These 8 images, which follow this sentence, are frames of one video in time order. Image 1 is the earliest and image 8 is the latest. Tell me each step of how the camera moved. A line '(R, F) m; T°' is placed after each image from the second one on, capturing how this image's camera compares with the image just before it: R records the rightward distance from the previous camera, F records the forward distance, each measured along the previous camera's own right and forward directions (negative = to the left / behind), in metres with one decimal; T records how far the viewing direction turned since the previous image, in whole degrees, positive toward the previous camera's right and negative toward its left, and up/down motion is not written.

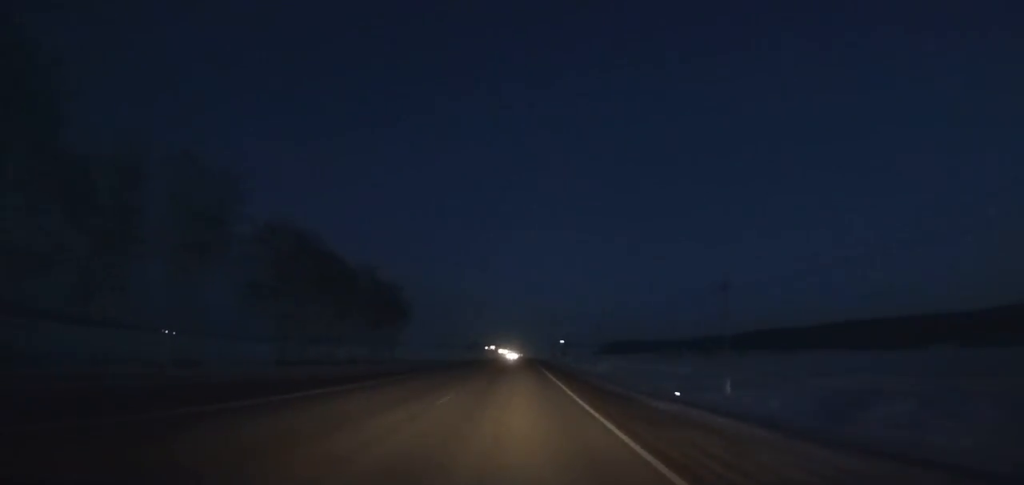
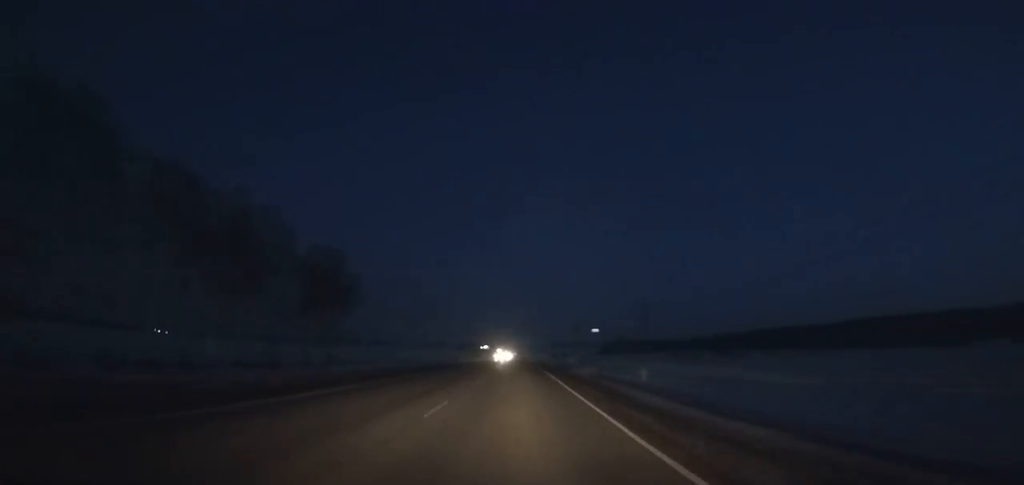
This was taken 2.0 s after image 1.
(+0.1, +37.7) m; 0°
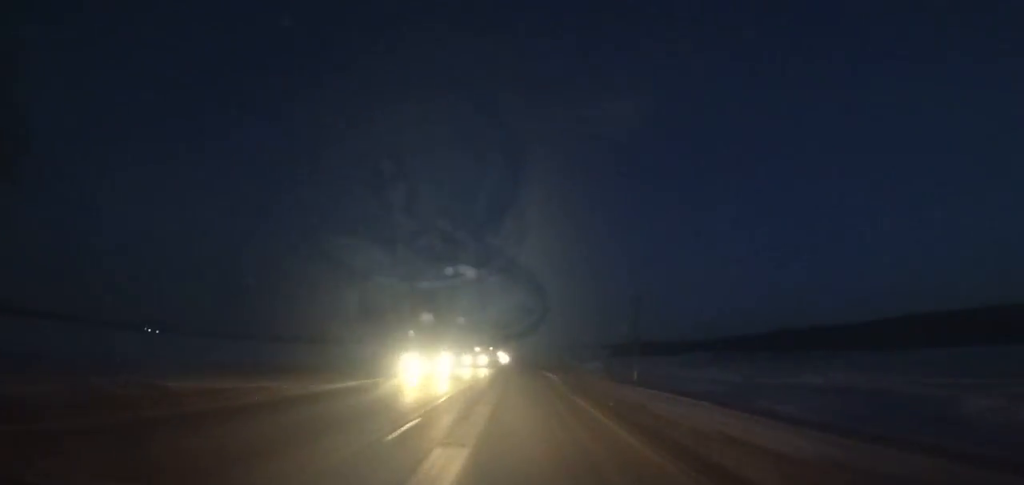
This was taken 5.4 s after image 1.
(+0.2, +64.5) m; 0°
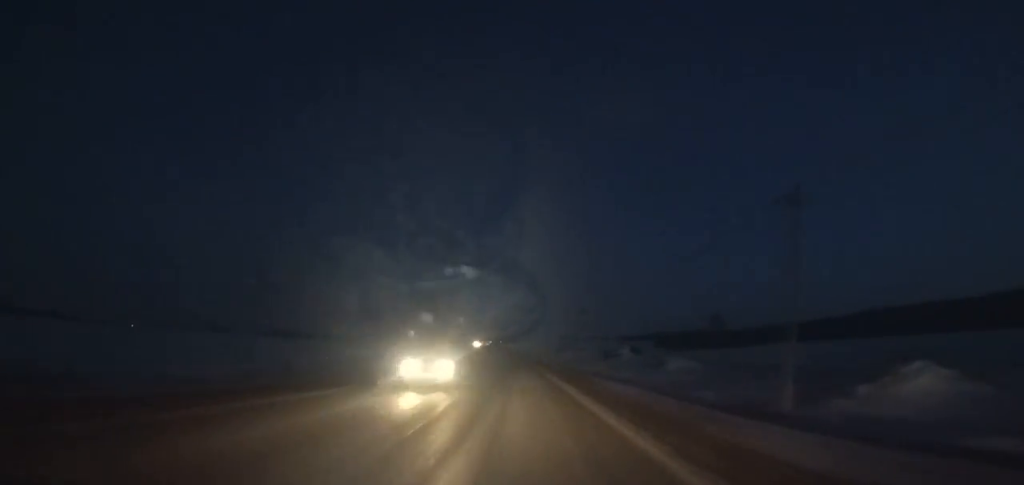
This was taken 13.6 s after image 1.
(-0.6, +155.0) m; -1°
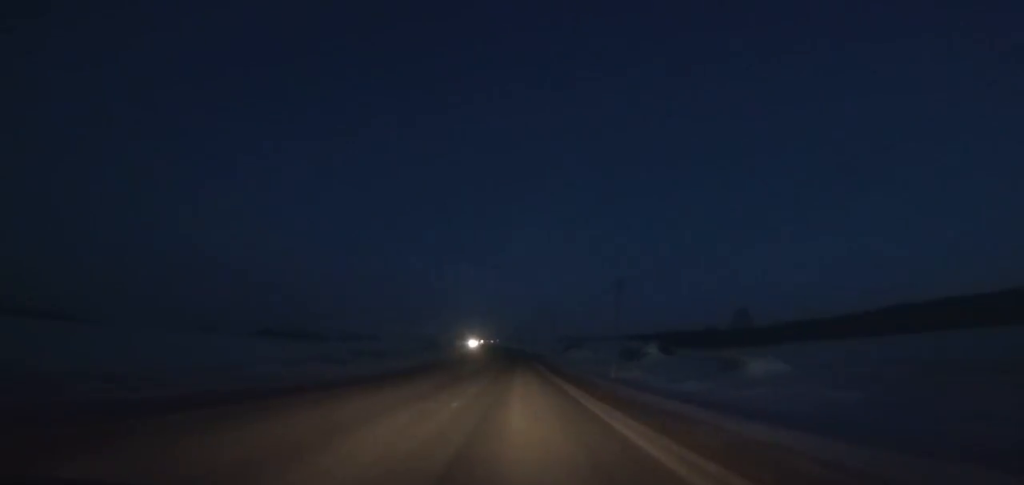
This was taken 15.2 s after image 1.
(-0.1, +30.6) m; -1°
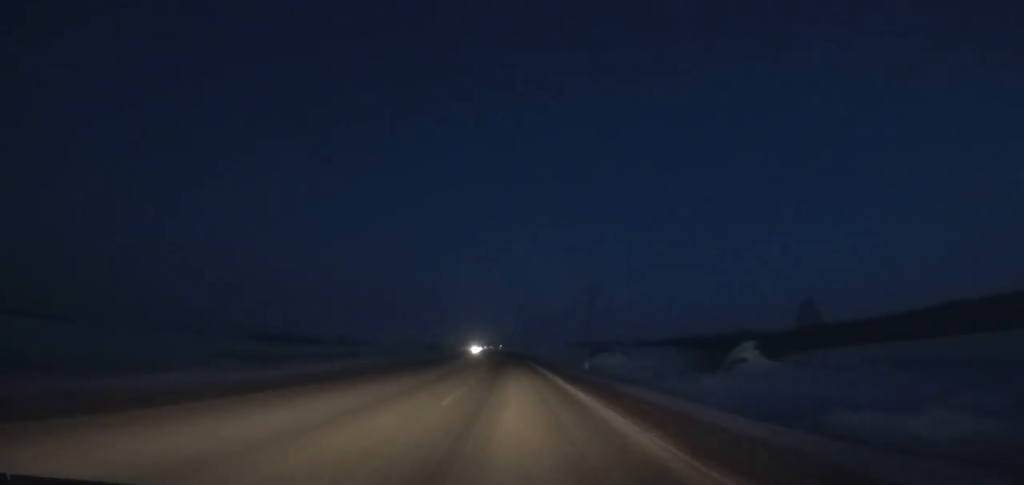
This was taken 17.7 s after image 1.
(-0.4, +48.2) m; -1°
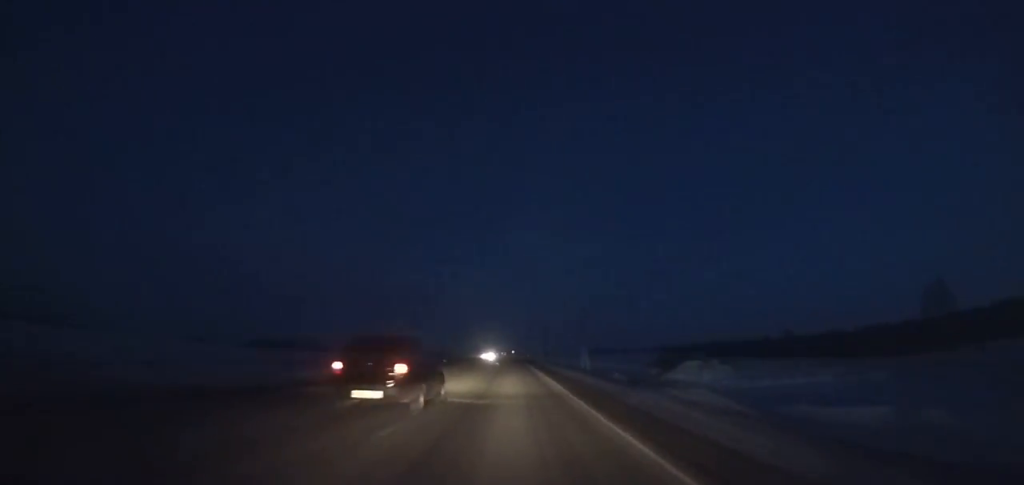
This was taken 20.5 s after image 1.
(-0.8, +54.9) m; -1°
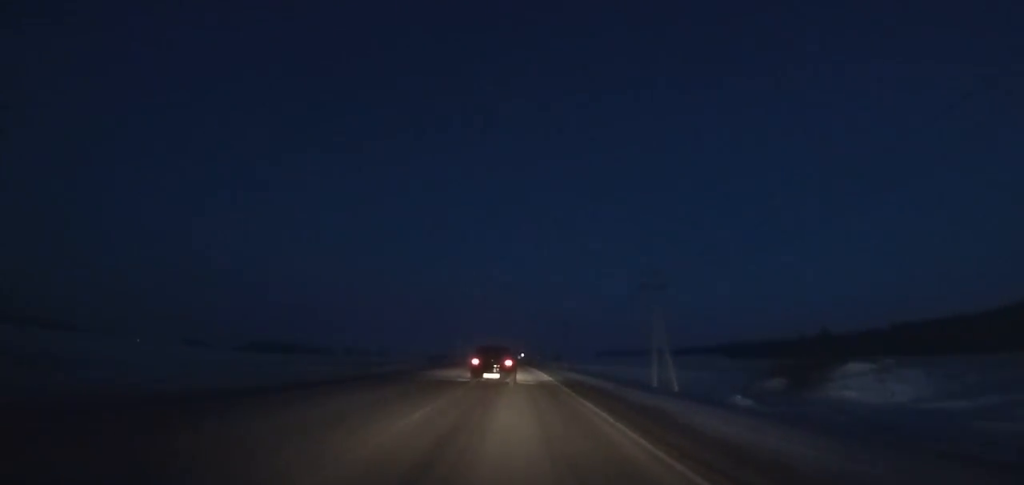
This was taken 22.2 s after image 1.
(-0.2, +33.7) m; -1°
